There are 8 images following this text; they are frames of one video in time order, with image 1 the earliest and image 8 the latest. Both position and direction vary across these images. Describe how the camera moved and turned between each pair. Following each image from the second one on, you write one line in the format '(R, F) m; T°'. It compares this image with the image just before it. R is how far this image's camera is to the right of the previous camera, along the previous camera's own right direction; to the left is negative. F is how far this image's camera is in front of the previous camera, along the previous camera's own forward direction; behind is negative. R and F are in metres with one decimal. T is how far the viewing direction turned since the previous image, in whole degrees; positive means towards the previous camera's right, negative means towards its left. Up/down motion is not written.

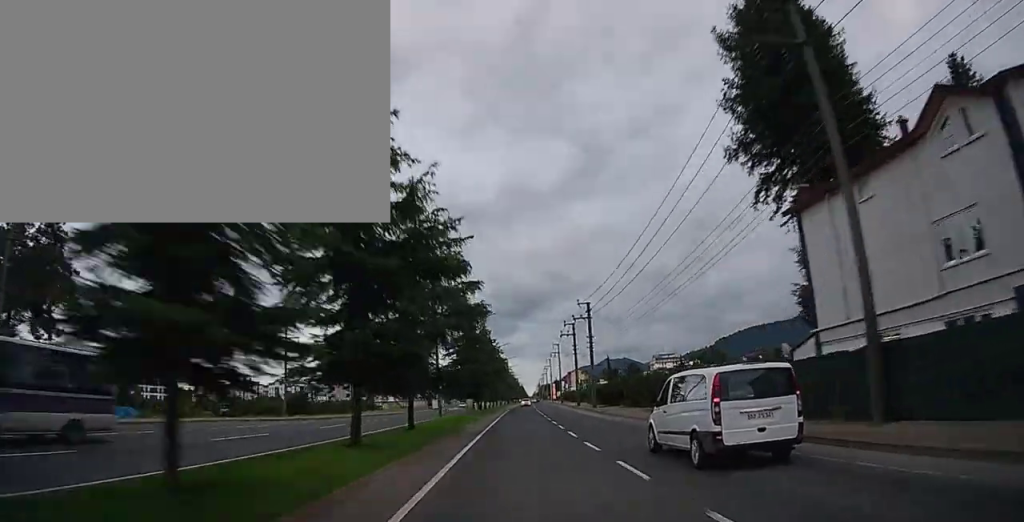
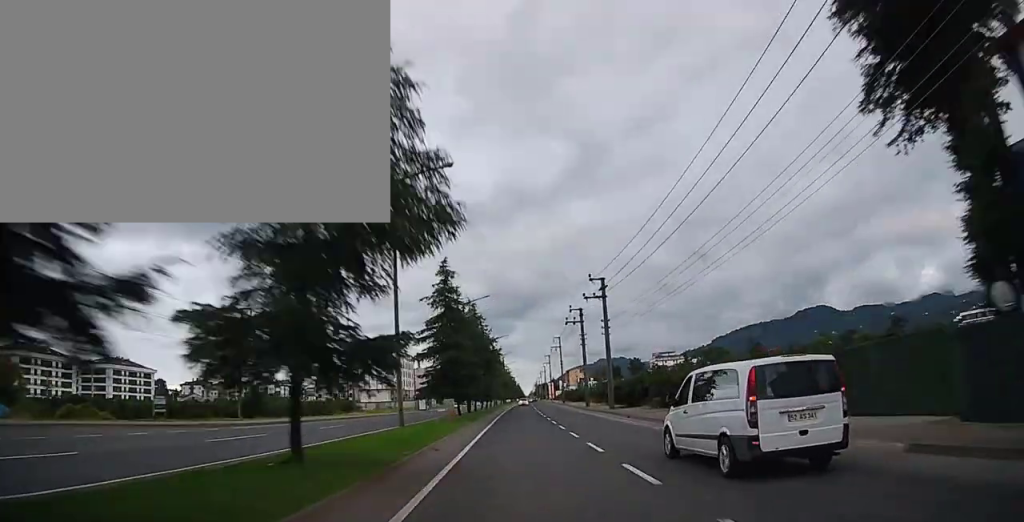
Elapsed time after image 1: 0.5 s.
(0.0, +12.9) m; 0°
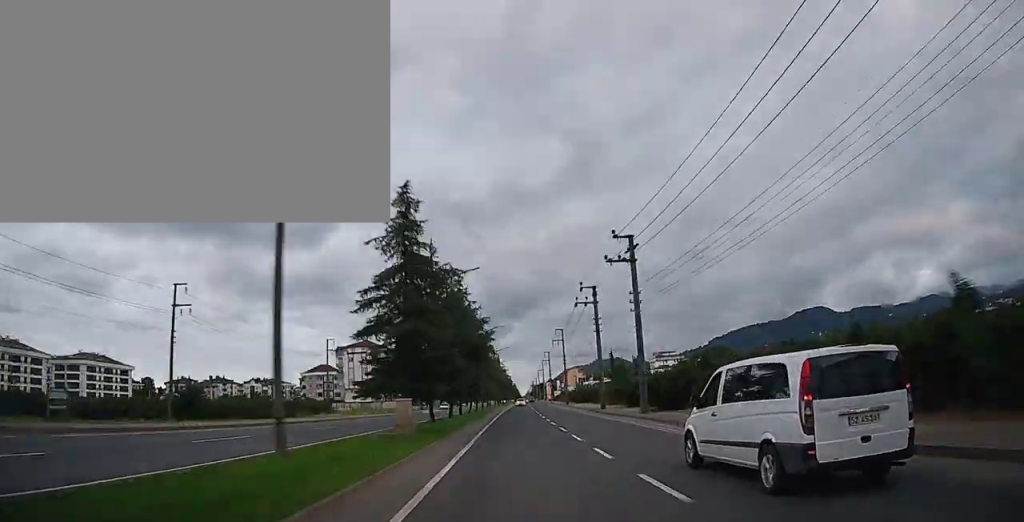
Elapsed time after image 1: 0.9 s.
(0.0, +13.0) m; 0°
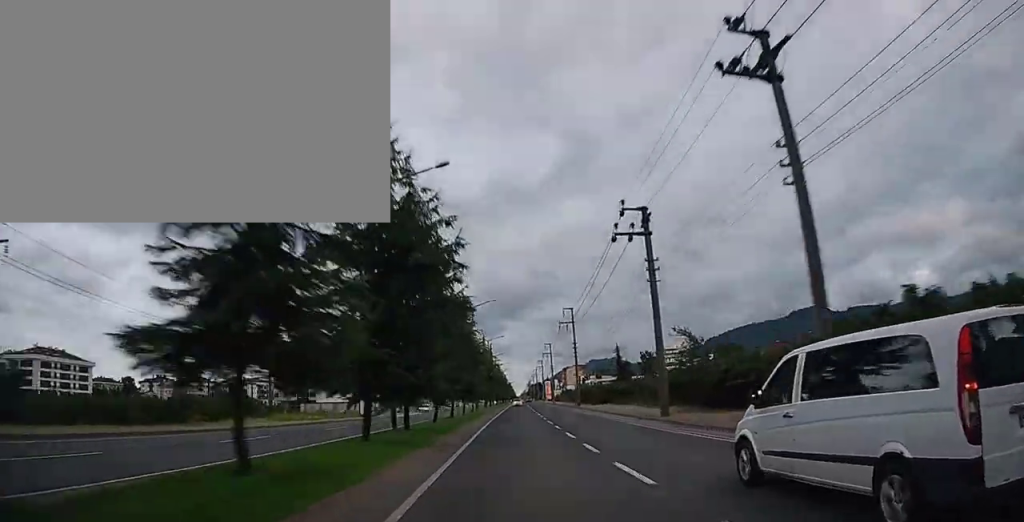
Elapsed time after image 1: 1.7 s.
(+0.1, +21.3) m; 0°
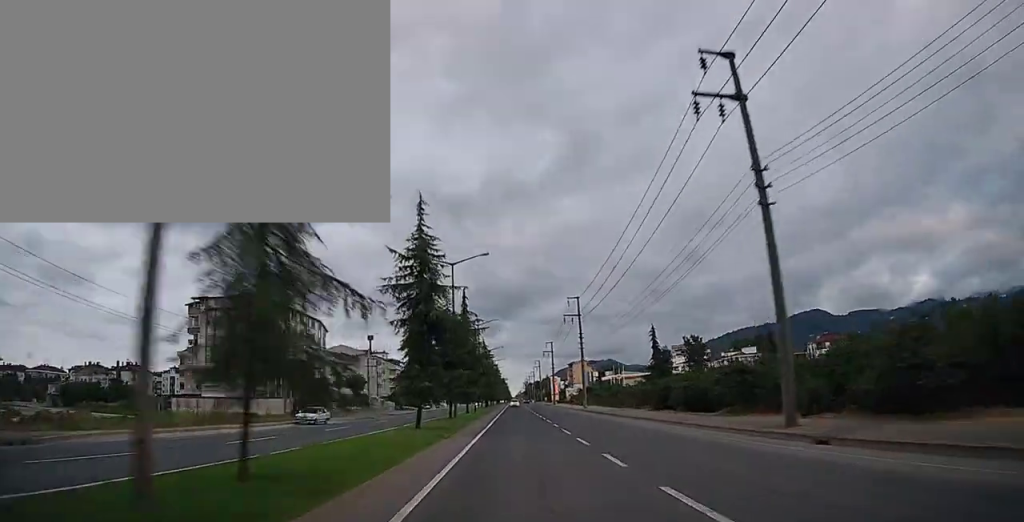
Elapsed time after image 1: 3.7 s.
(+0.4, +55.7) m; +1°
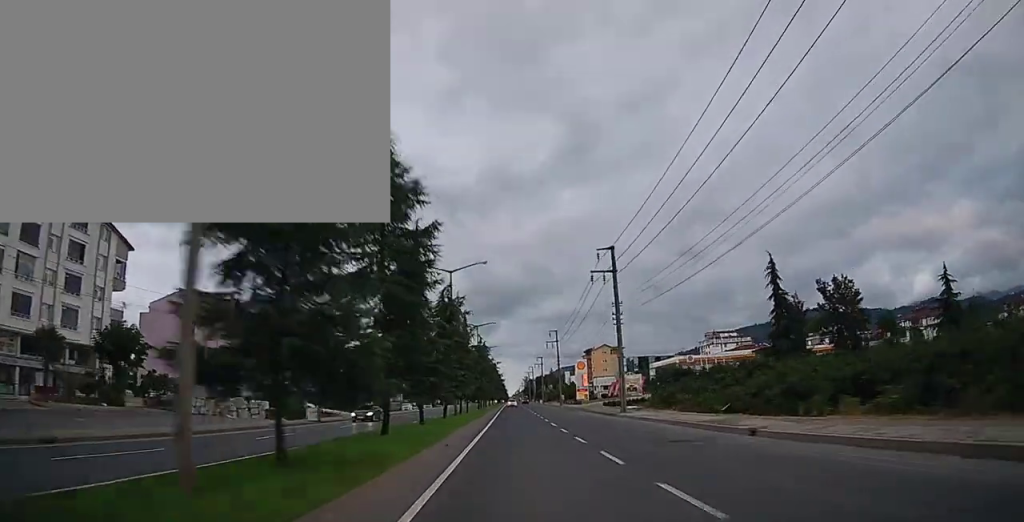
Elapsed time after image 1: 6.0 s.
(+0.2, +68.6) m; 0°
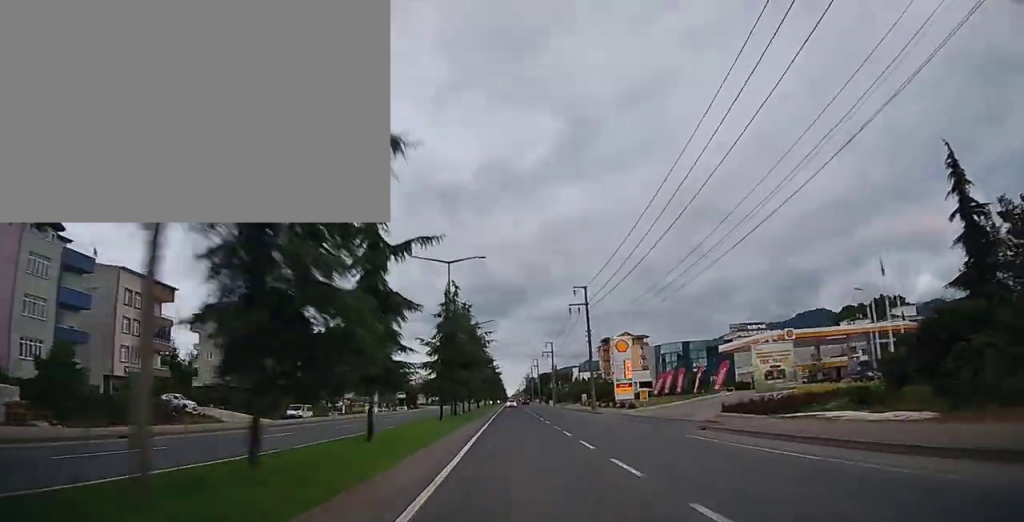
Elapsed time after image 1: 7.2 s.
(0.0, +35.1) m; 0°
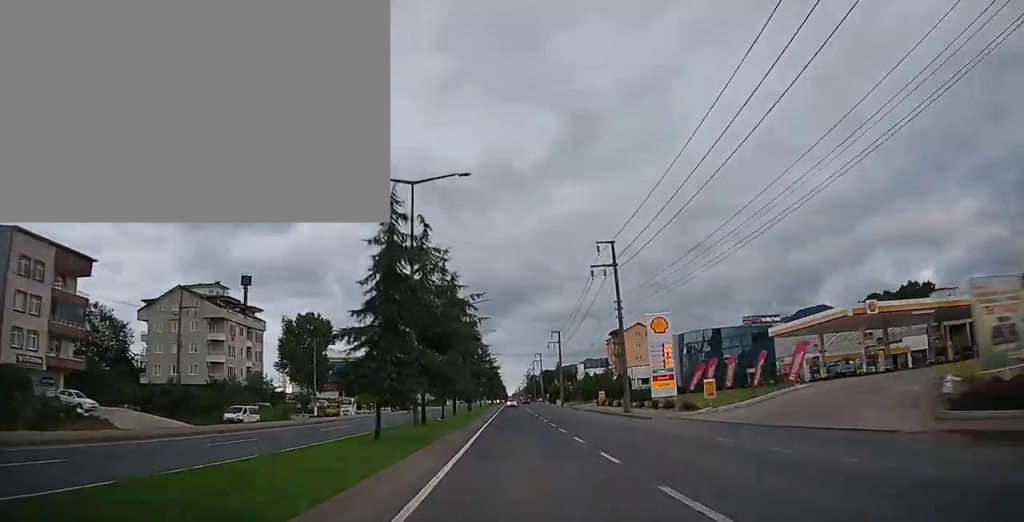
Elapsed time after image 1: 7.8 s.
(-0.1, +16.7) m; 0°
